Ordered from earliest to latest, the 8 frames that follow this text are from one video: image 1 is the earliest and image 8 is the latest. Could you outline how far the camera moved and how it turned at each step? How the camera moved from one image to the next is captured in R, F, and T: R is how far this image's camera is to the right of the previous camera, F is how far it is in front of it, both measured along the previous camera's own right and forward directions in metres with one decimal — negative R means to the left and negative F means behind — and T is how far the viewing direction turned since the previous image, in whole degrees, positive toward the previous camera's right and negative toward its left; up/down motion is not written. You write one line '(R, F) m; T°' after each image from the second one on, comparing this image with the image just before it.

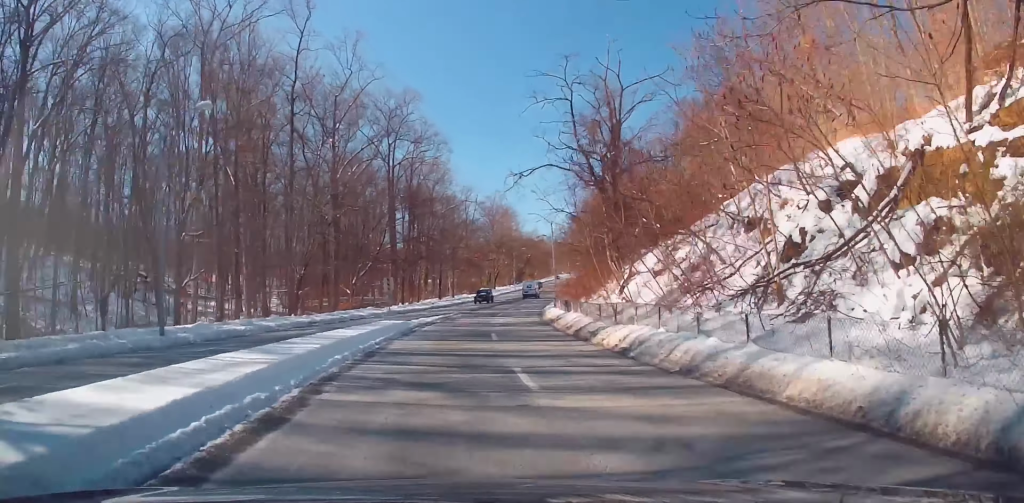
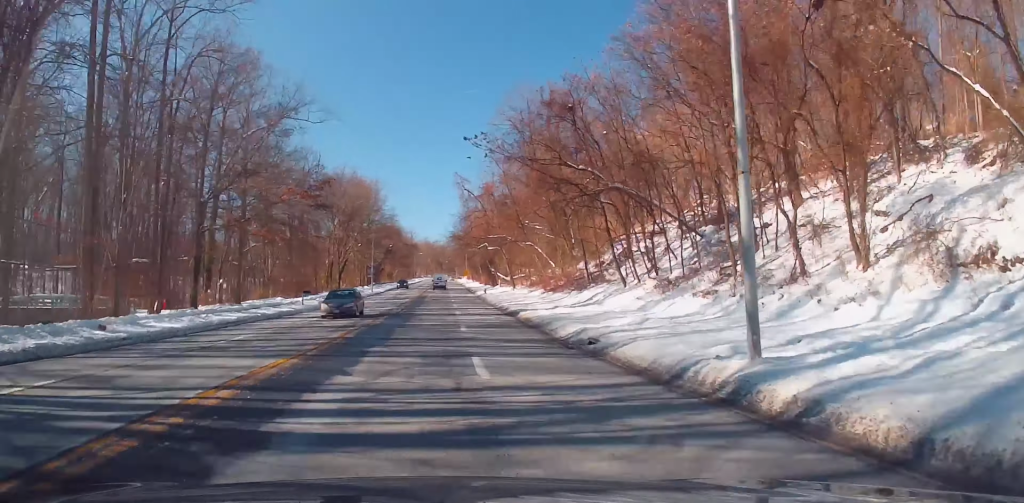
(+6.0, +55.4) m; +12°
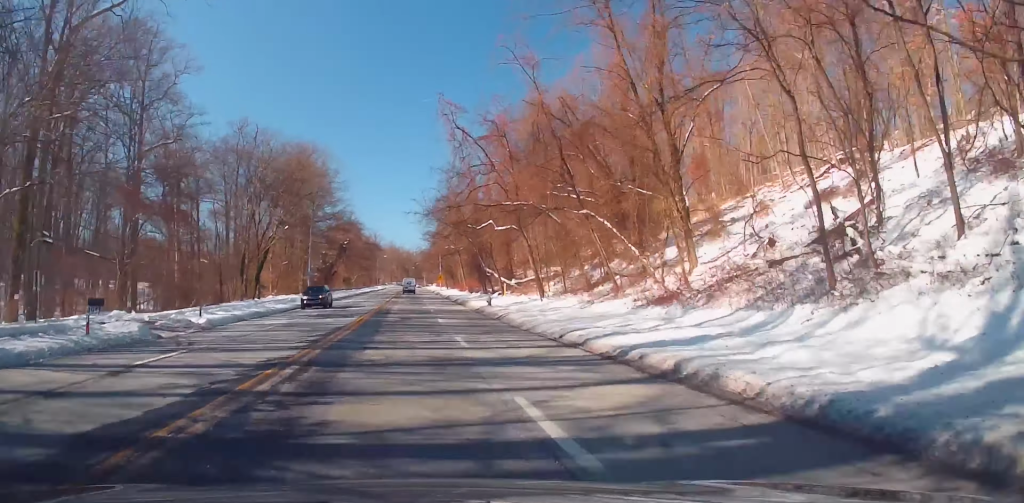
(+1.3, +29.0) m; +3°
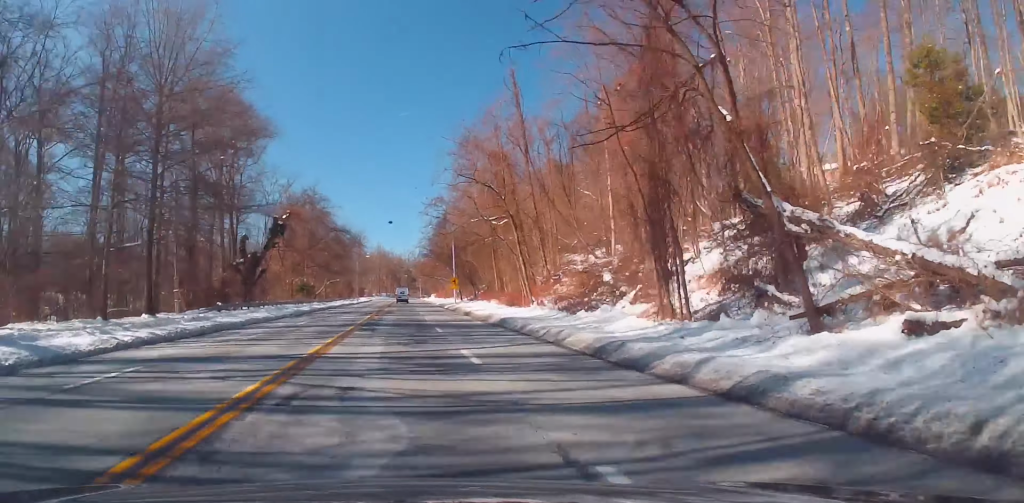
(+0.6, +50.3) m; 0°
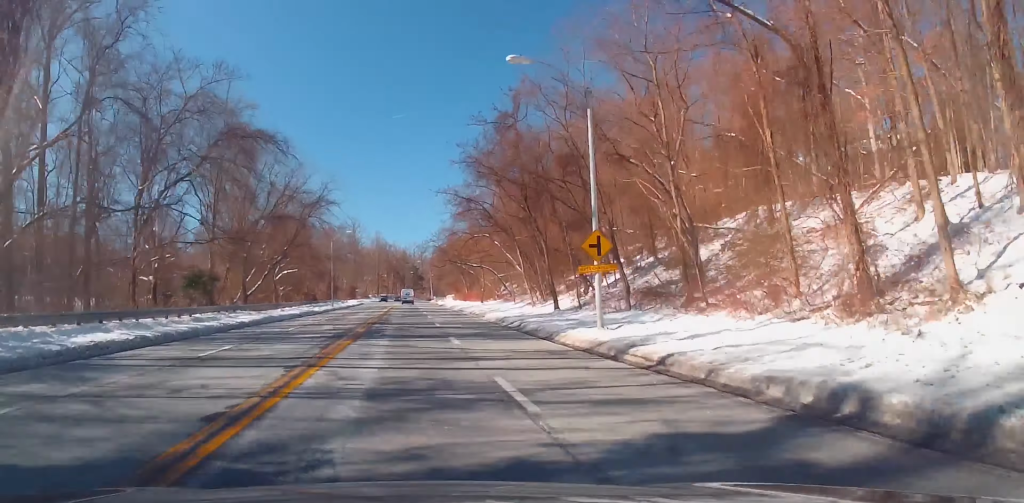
(-0.4, +53.0) m; -1°
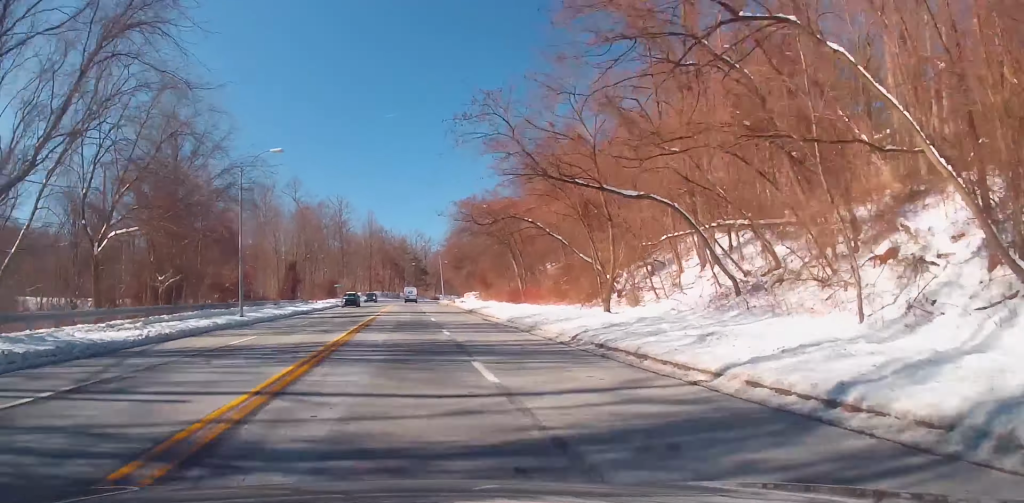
(+0.1, +43.7) m; 0°
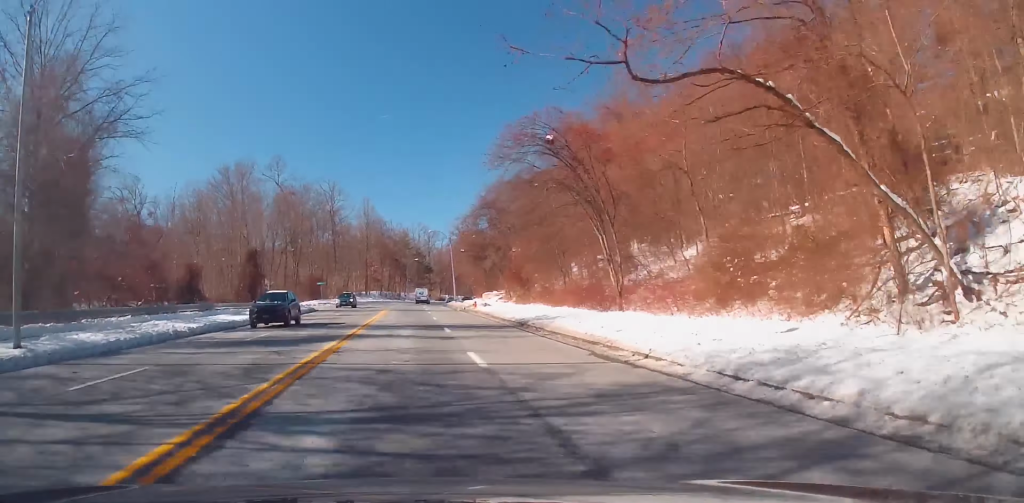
(0.0, +22.0) m; 0°
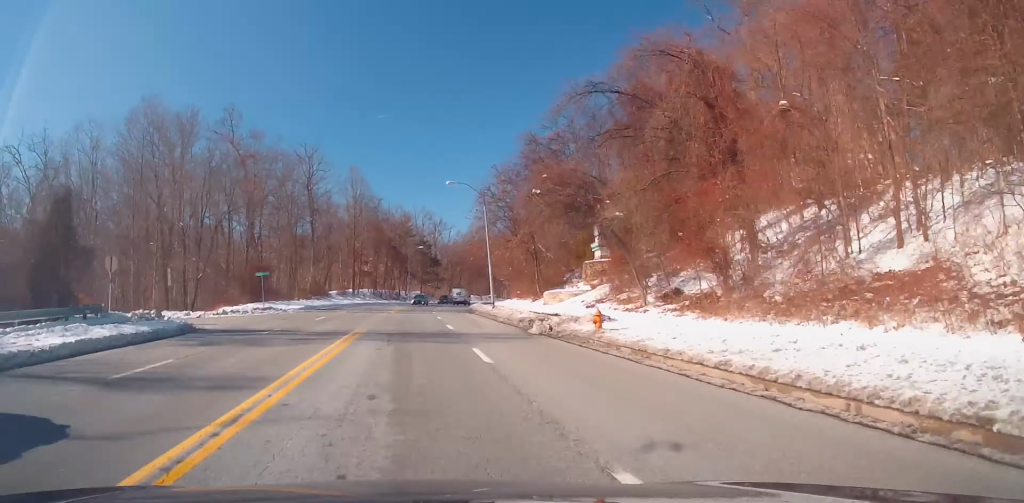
(0.0, +34.5) m; 0°
